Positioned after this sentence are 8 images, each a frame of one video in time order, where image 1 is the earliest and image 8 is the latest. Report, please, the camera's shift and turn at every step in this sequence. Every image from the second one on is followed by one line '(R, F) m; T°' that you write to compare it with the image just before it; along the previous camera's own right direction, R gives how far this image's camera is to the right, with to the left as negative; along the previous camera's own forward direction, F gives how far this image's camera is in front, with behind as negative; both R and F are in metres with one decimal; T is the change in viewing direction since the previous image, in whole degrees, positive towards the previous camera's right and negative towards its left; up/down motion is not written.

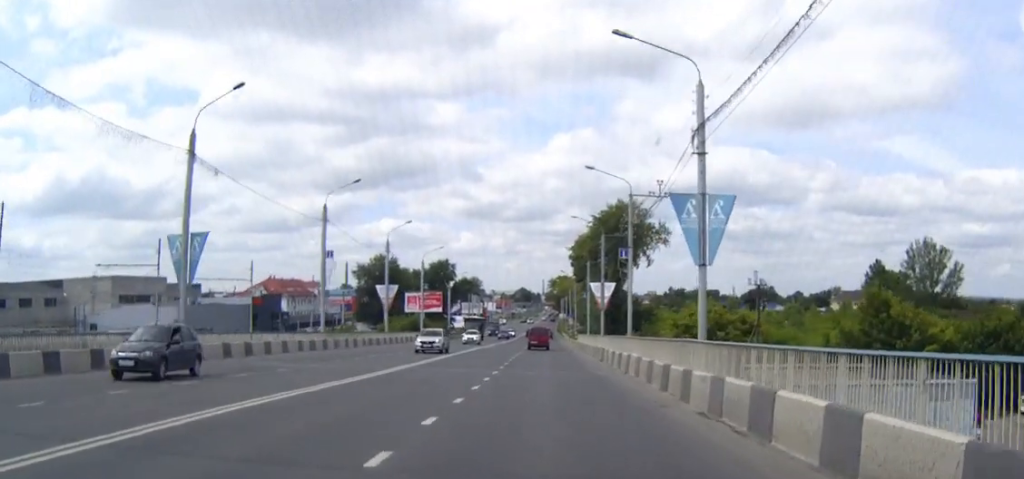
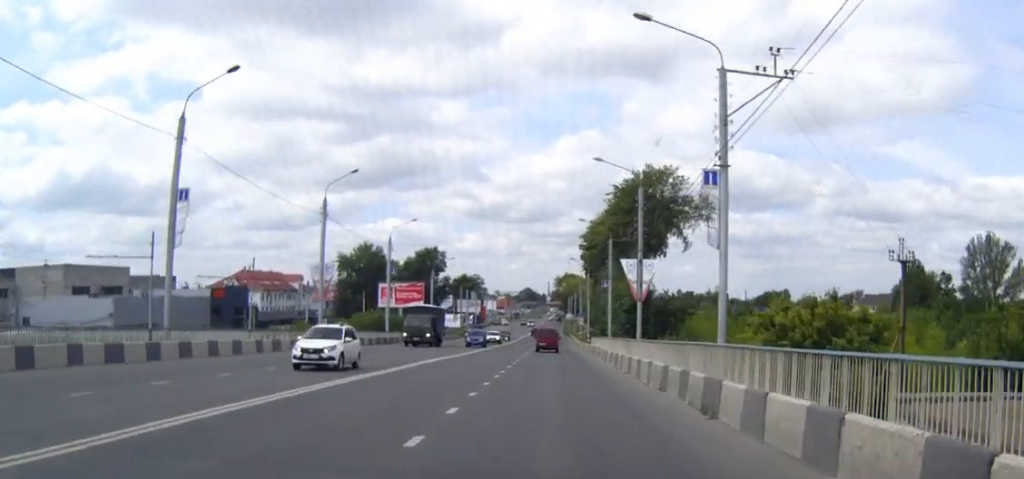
(0.0, +25.9) m; 0°
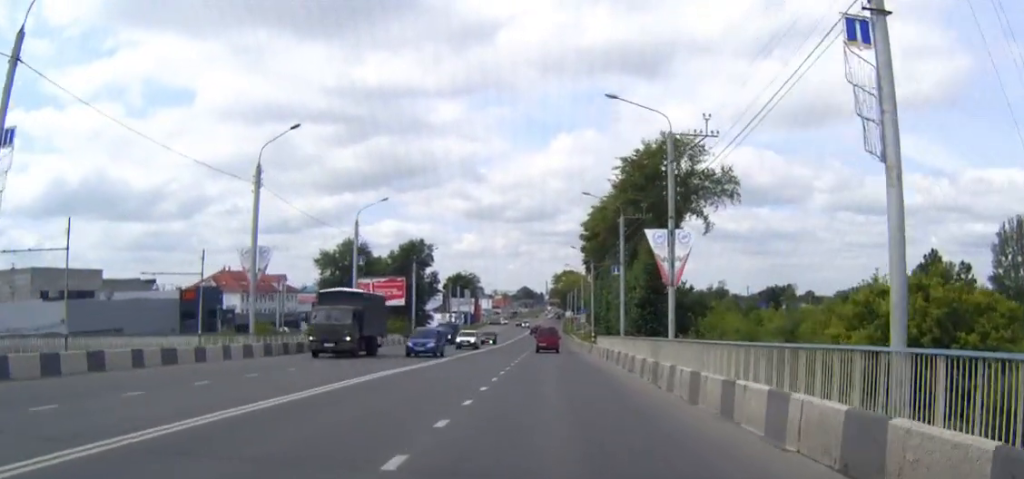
(0.0, +13.4) m; 0°
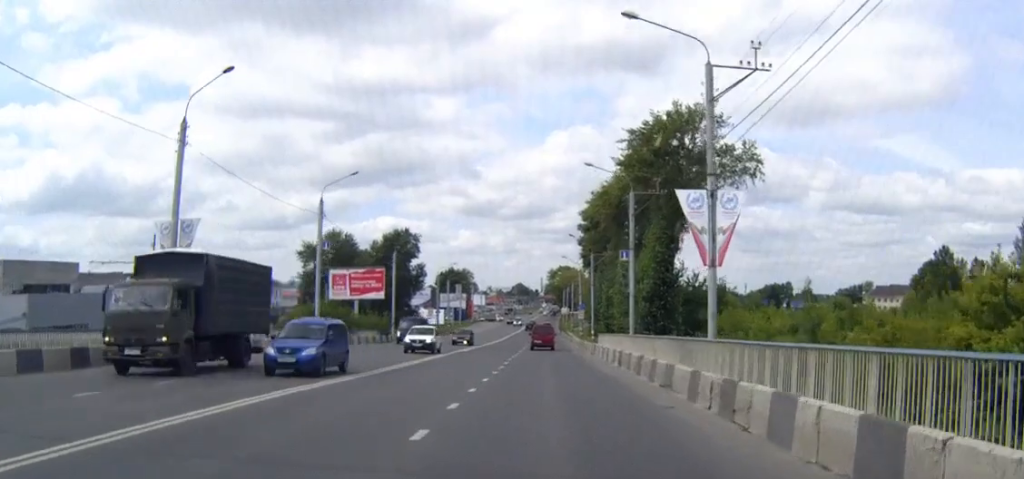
(0.0, +9.8) m; 0°
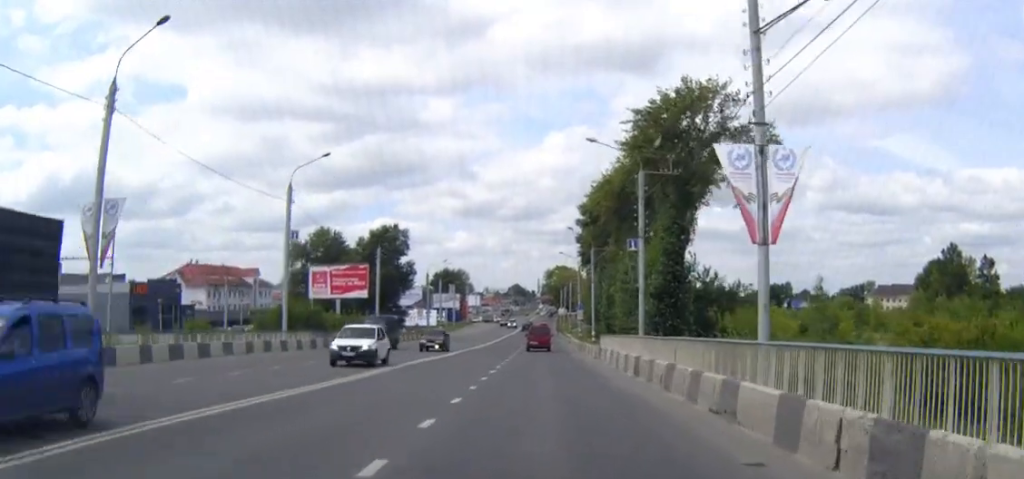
(0.0, +6.7) m; 0°
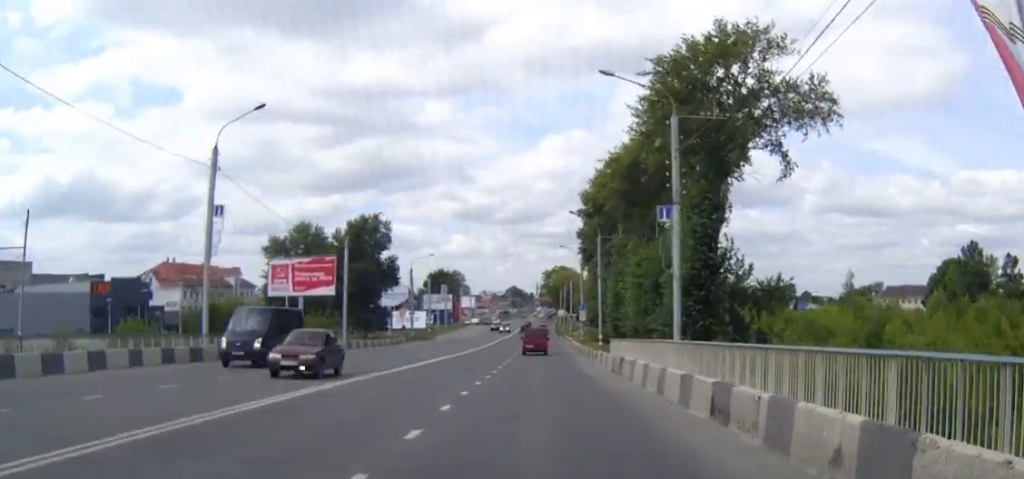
(0.0, +12.3) m; 0°
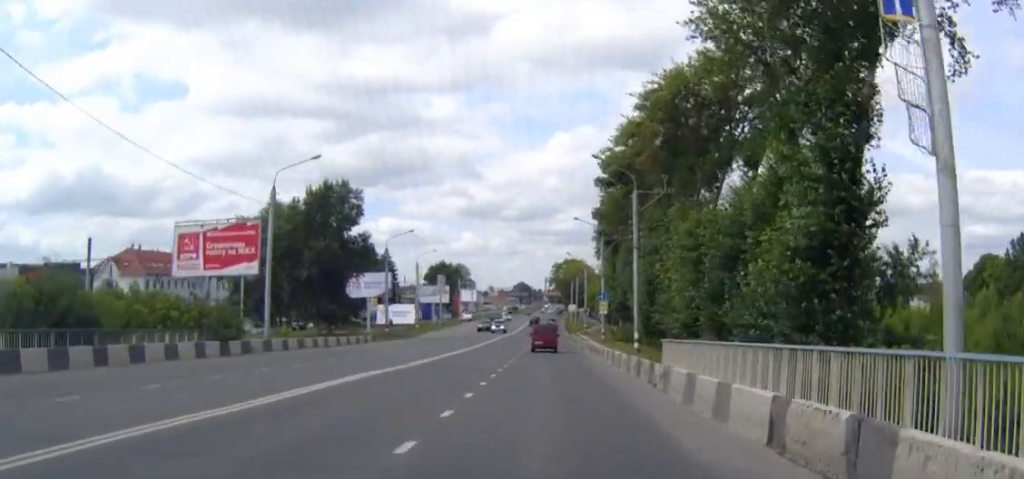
(-0.1, +21.1) m; 0°
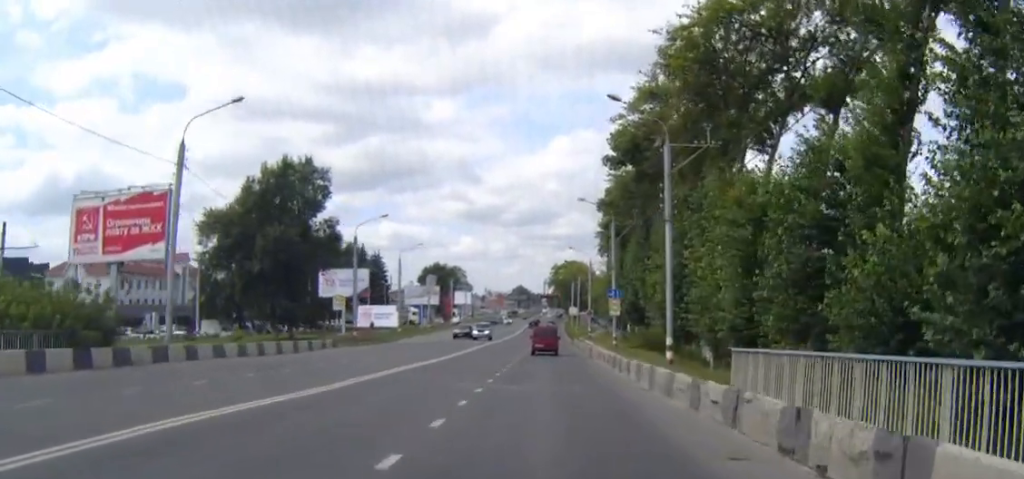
(0.0, +12.9) m; 0°
